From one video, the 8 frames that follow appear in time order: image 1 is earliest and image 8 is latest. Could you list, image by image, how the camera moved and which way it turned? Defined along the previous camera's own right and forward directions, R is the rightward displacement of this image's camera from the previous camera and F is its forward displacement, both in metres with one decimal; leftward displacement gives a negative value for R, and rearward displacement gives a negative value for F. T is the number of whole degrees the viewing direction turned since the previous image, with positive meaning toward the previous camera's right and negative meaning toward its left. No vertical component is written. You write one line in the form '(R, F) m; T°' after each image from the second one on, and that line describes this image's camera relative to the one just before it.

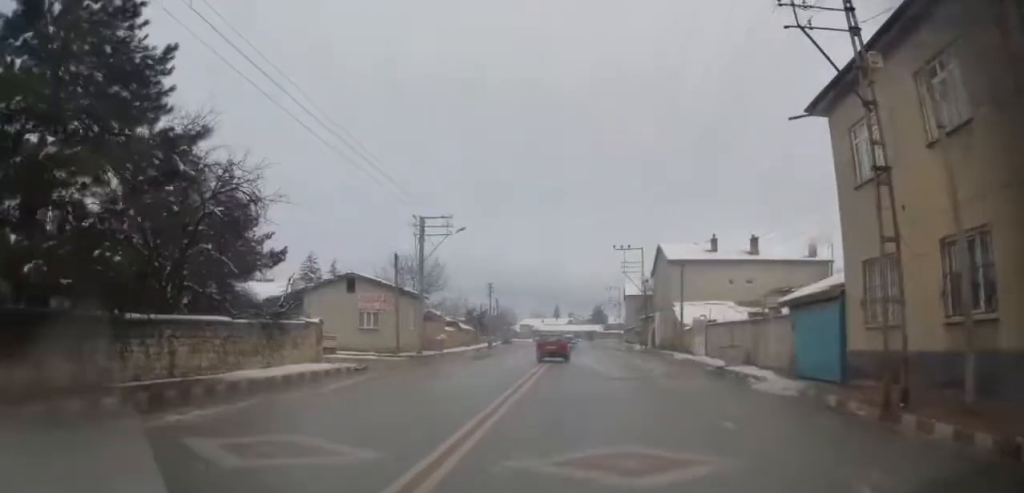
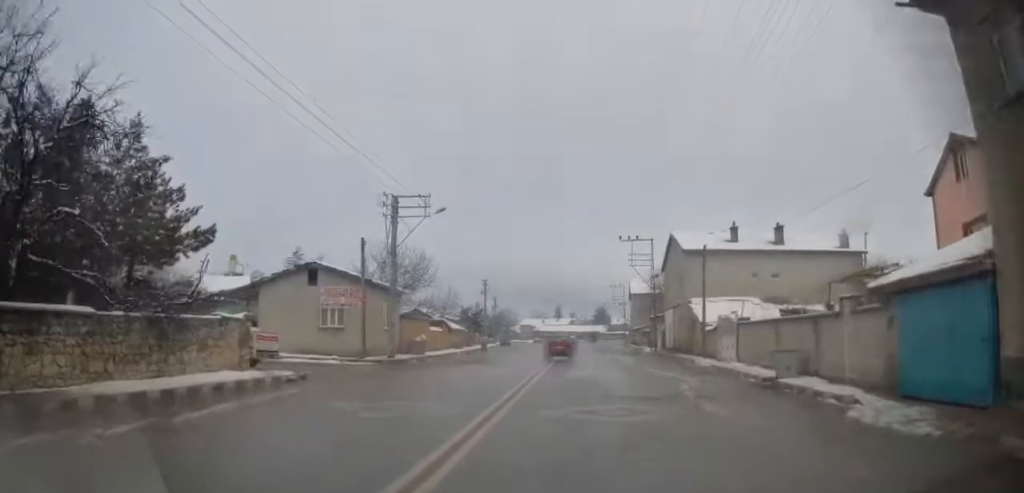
(0.0, +5.2) m; 0°
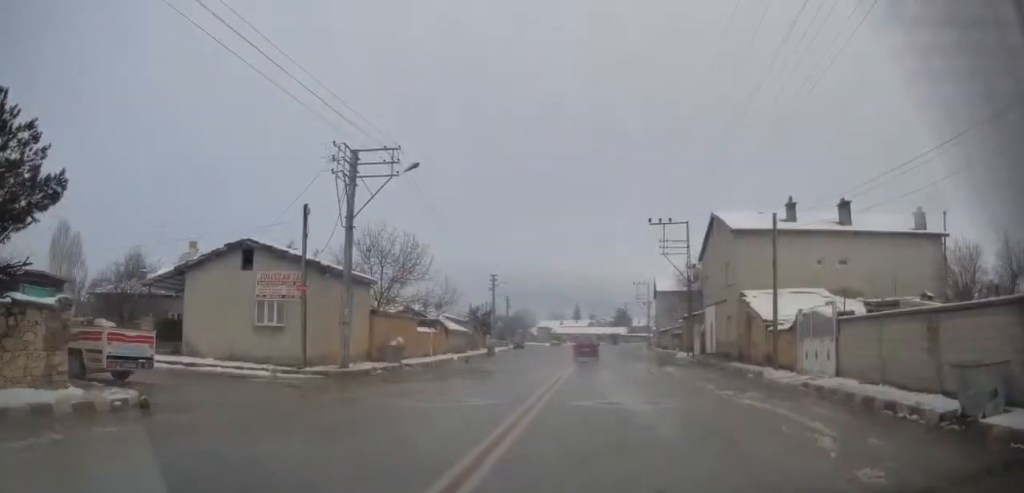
(-0.1, +8.1) m; -1°
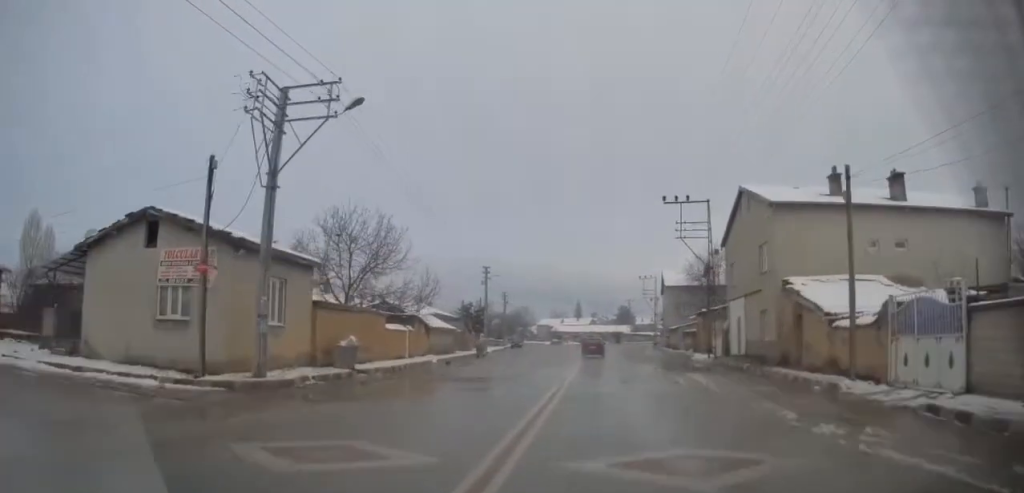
(-0.1, +6.3) m; 0°
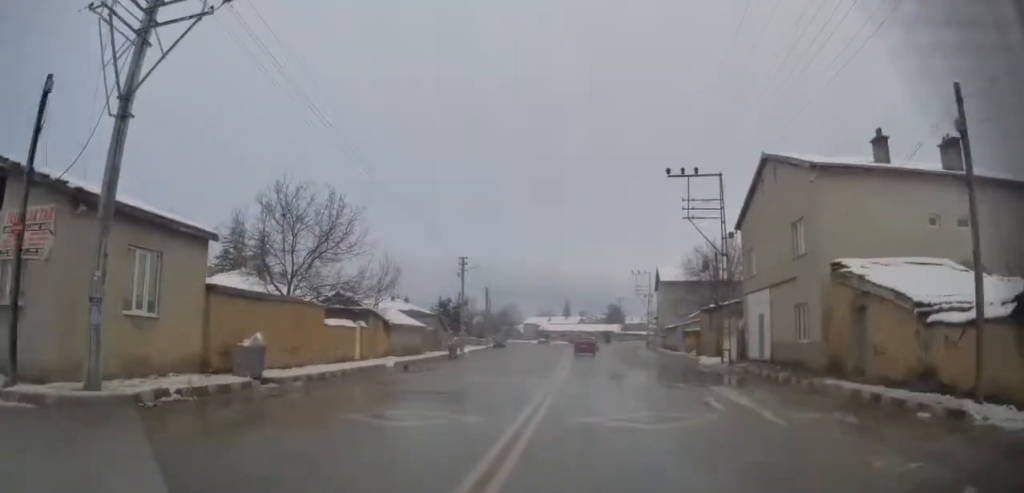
(-0.1, +5.7) m; +1°
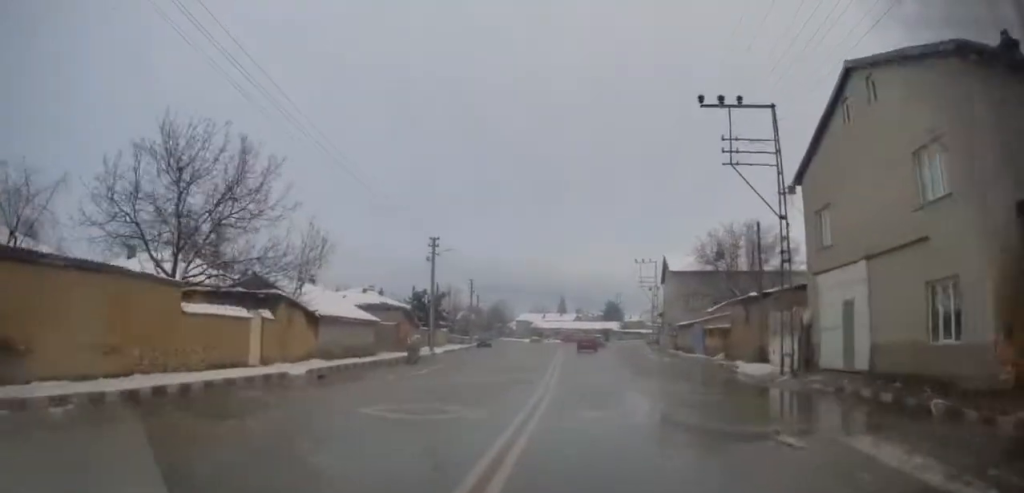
(+0.3, +8.4) m; +1°
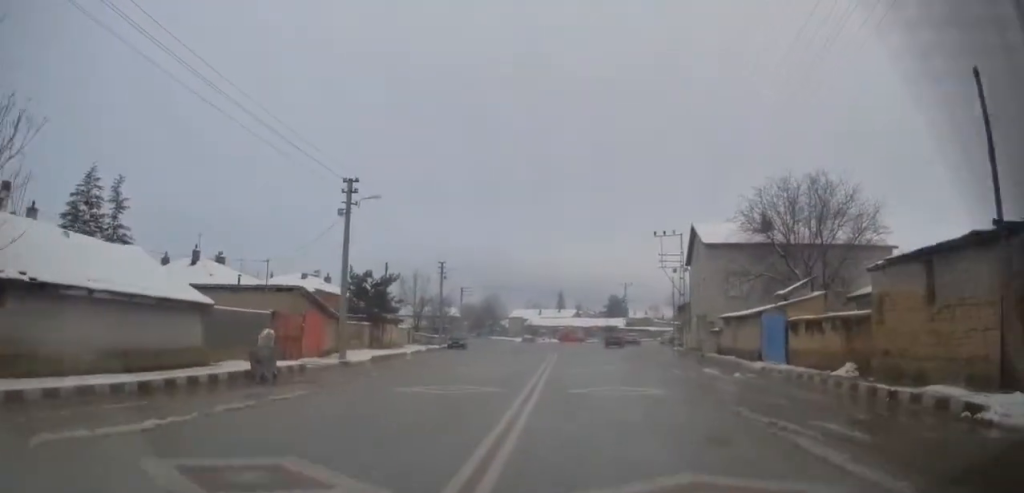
(-0.4, +15.8) m; -2°
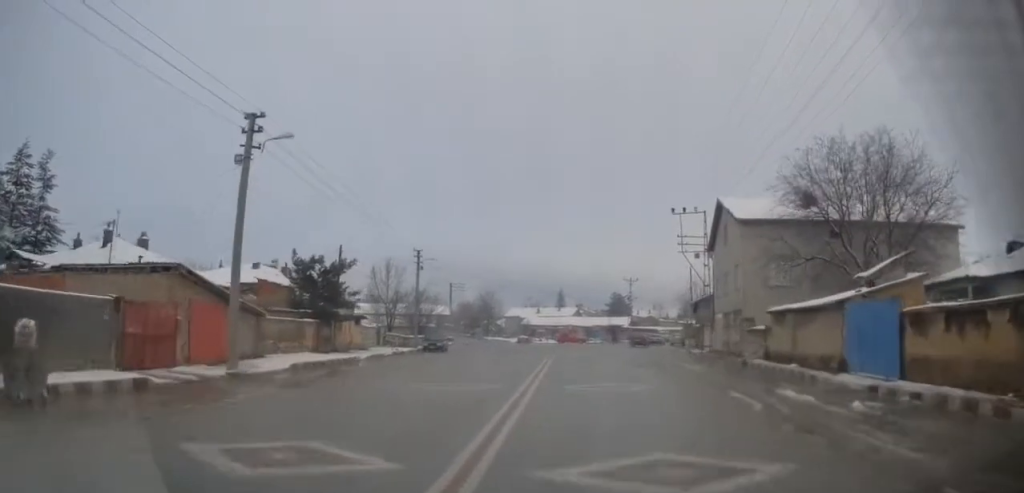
(-0.1, +8.7) m; 0°
